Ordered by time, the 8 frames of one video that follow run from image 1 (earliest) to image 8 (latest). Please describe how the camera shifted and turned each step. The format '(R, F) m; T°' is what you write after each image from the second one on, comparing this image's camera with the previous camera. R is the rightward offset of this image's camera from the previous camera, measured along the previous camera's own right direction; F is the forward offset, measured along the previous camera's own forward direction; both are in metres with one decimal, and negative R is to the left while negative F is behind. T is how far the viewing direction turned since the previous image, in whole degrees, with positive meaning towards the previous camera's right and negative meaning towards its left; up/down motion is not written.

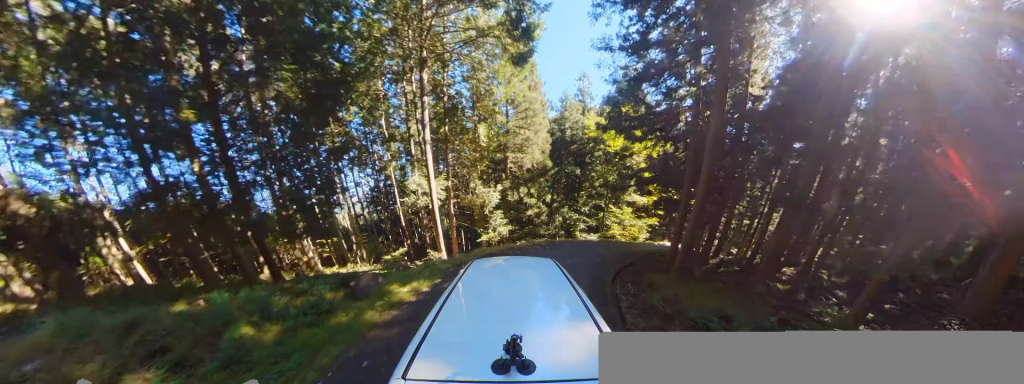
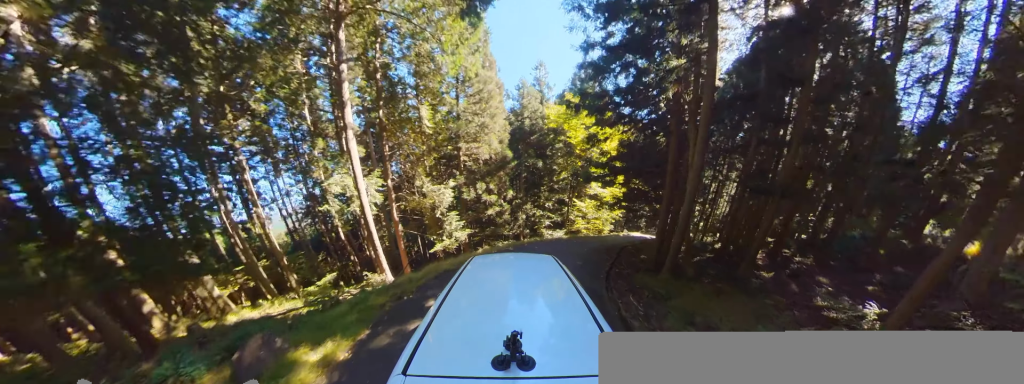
(+0.2, +3.7) m; +3°
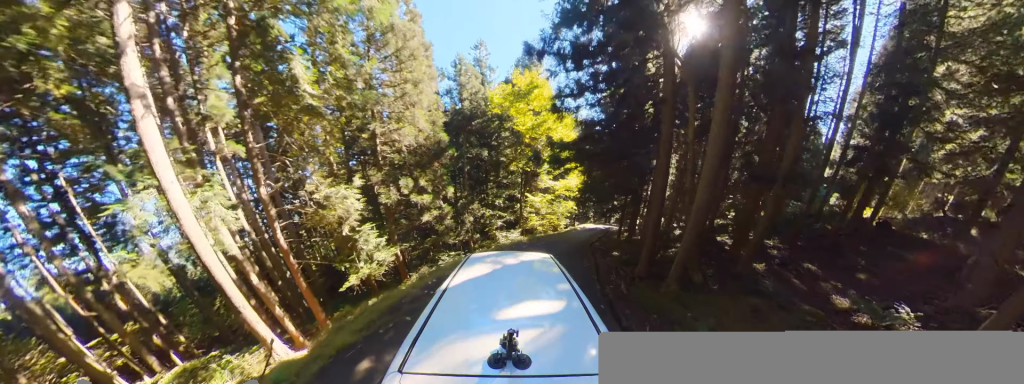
(+0.1, +5.6) m; +4°
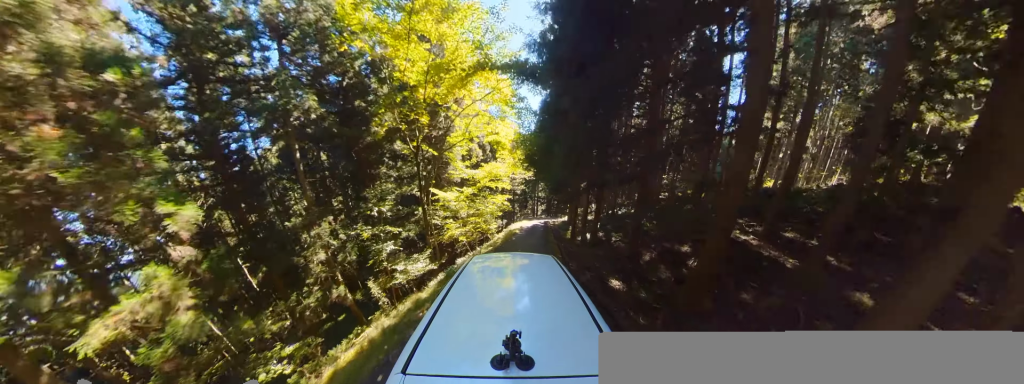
(+1.3, +12.9) m; +6°
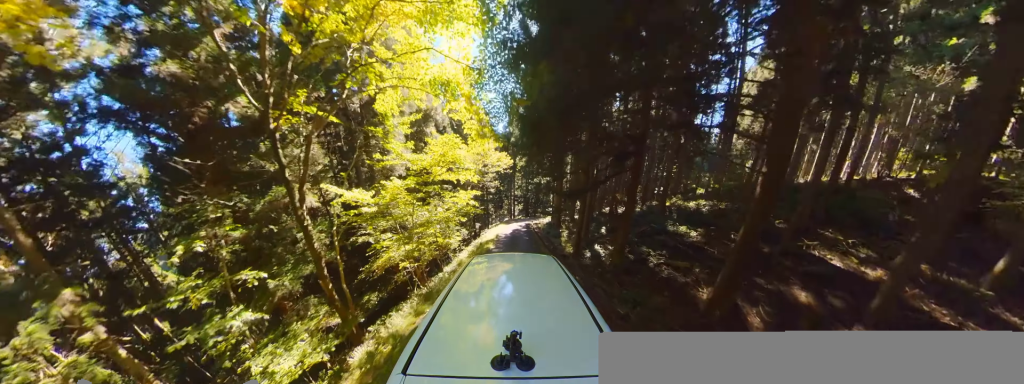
(-0.5, +8.9) m; -6°
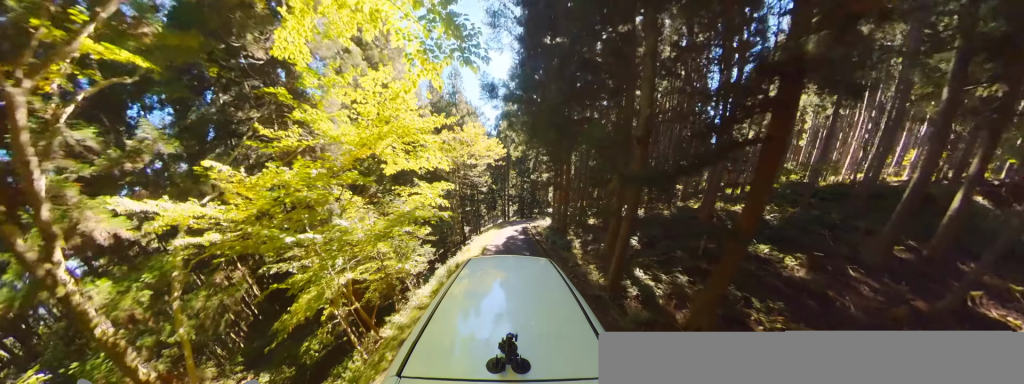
(-0.2, +5.7) m; +3°
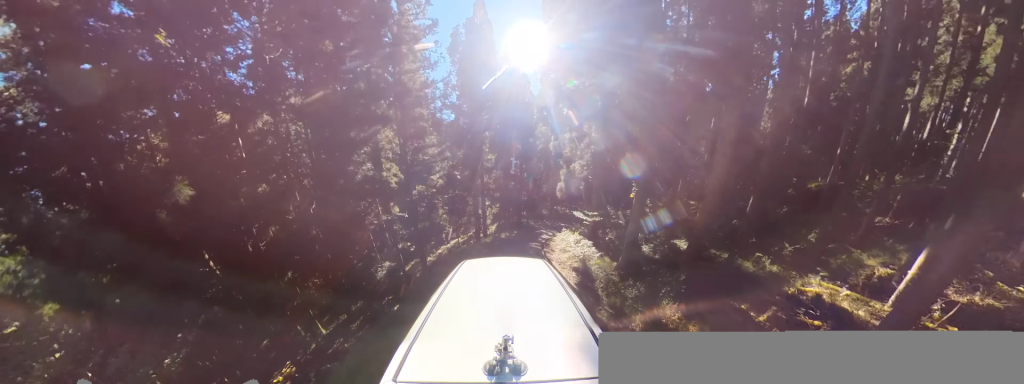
(+7.4, +19.9) m; +34°
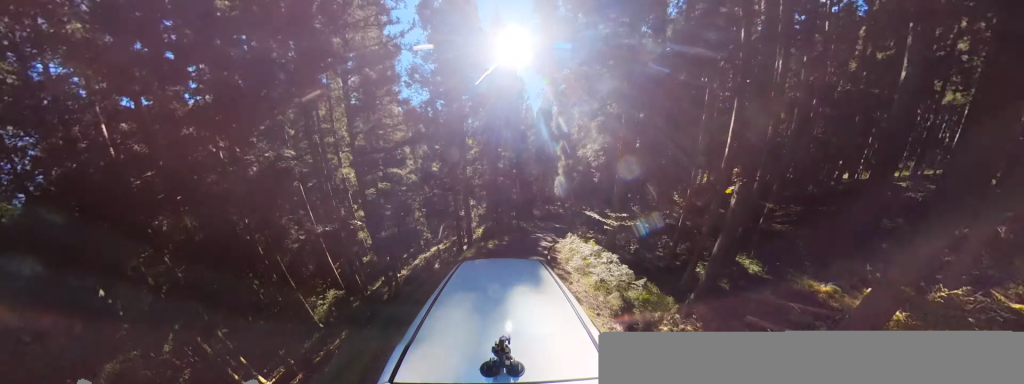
(-0.2, +4.4) m; -1°
